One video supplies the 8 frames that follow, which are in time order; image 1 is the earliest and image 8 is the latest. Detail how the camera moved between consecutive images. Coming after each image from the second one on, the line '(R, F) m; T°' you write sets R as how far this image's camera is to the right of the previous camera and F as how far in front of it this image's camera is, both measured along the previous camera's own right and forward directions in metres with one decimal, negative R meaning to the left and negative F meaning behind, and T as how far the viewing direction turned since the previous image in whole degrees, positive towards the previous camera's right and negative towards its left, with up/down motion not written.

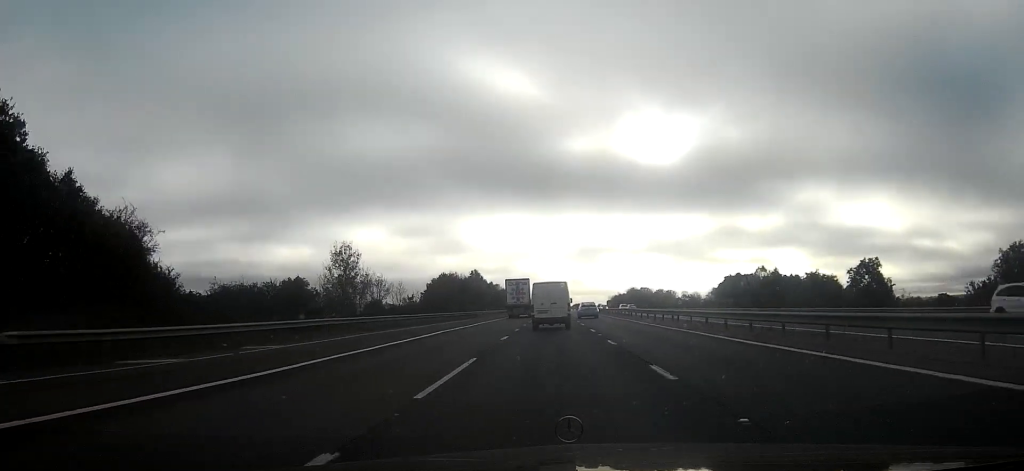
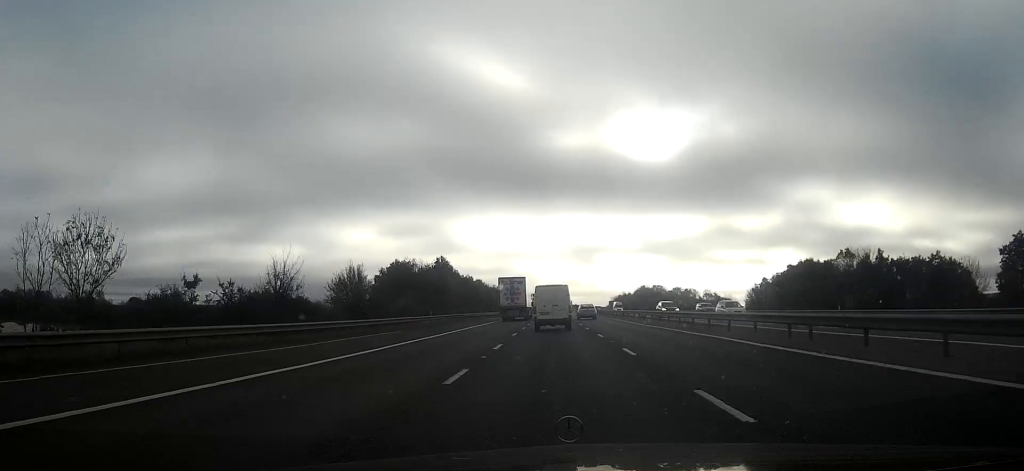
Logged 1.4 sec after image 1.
(-0.2, +38.6) m; 0°
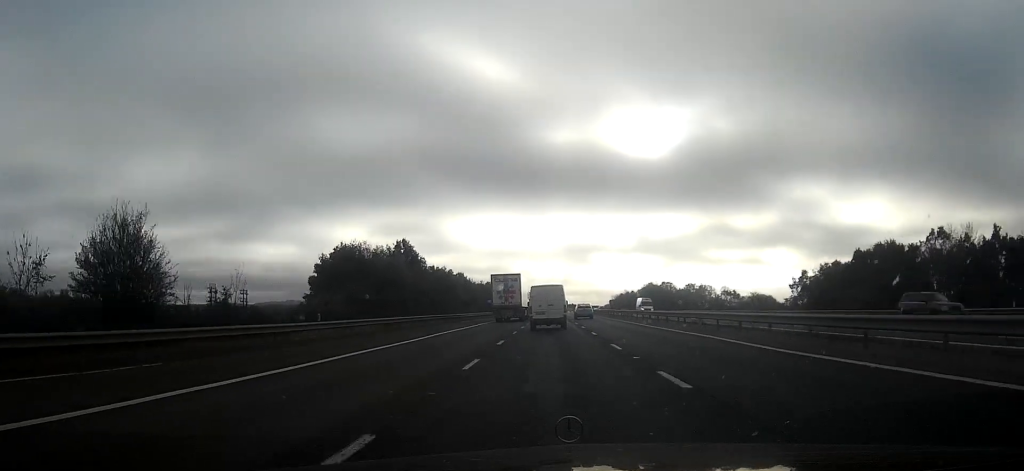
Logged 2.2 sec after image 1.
(+0.1, +24.6) m; 0°
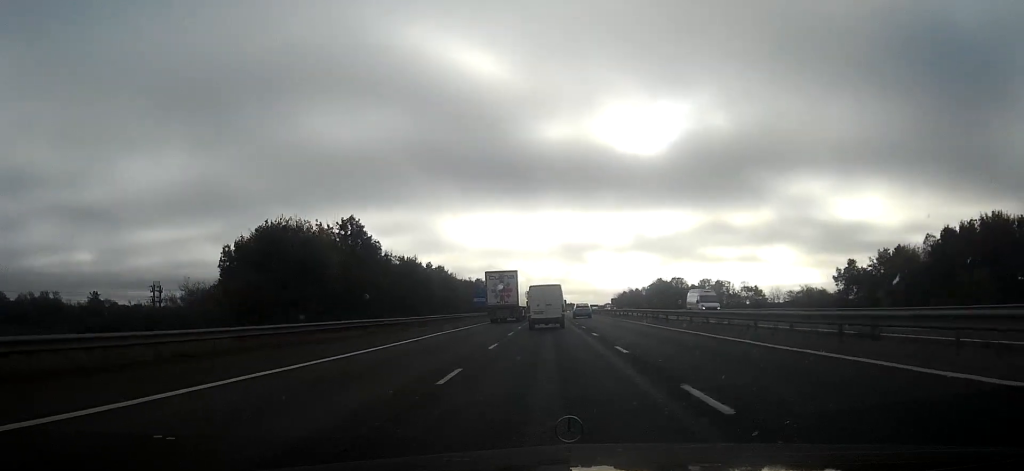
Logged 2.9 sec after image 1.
(0.0, +19.8) m; 0°
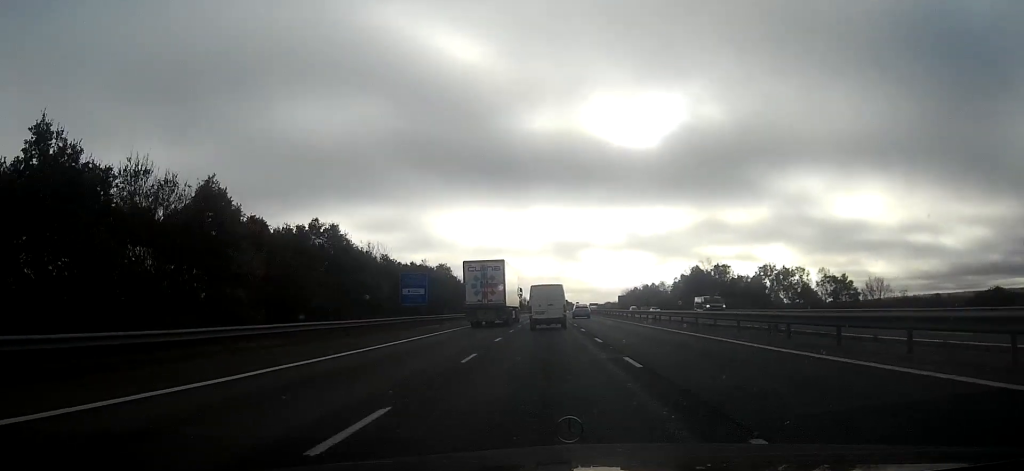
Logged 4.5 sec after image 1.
(+0.1, +48.5) m; +1°
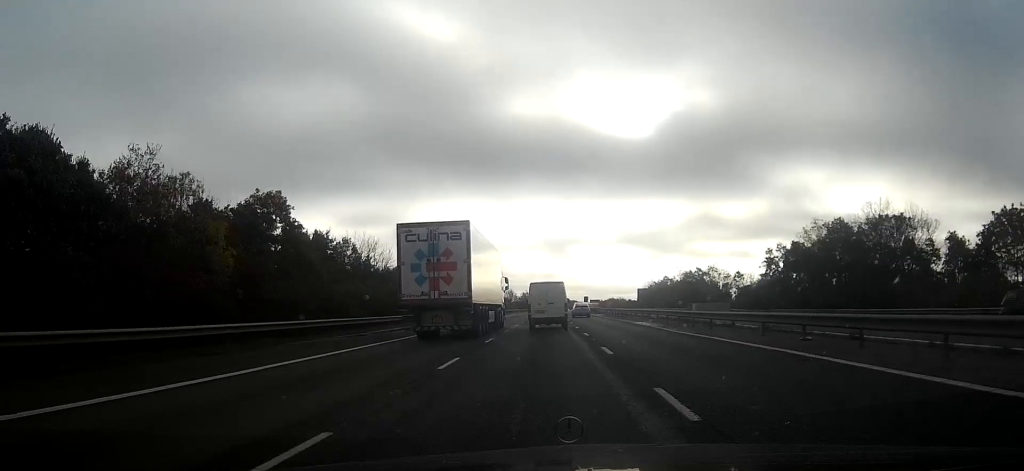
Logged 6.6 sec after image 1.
(+0.1, +67.7) m; 0°
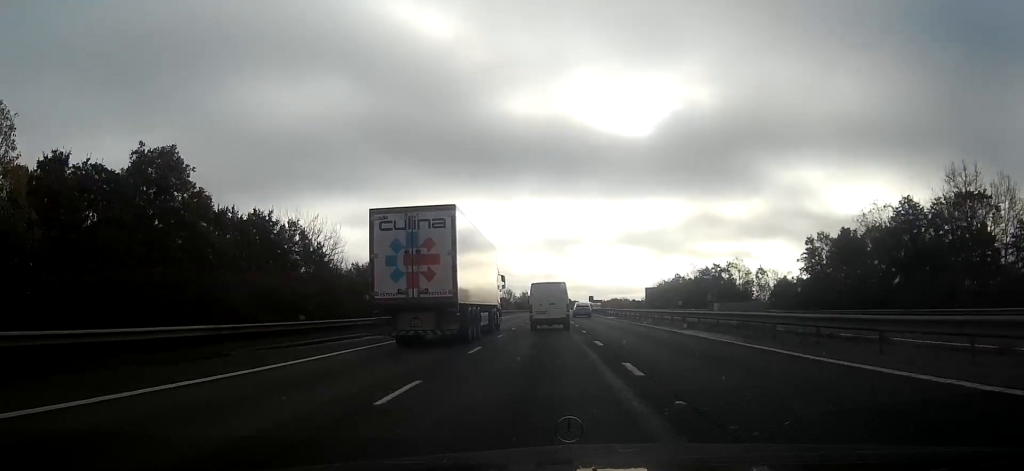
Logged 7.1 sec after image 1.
(+0.1, +13.7) m; 0°
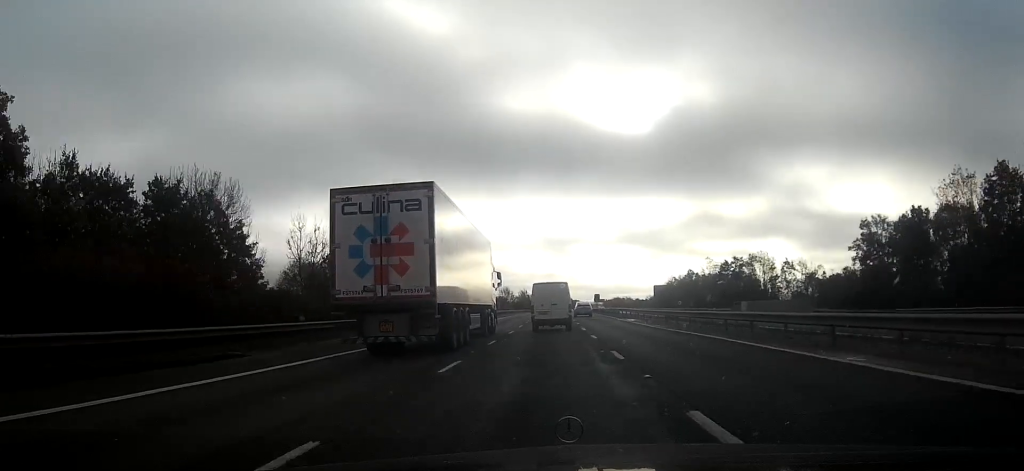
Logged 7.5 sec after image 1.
(0.0, +13.6) m; 0°
